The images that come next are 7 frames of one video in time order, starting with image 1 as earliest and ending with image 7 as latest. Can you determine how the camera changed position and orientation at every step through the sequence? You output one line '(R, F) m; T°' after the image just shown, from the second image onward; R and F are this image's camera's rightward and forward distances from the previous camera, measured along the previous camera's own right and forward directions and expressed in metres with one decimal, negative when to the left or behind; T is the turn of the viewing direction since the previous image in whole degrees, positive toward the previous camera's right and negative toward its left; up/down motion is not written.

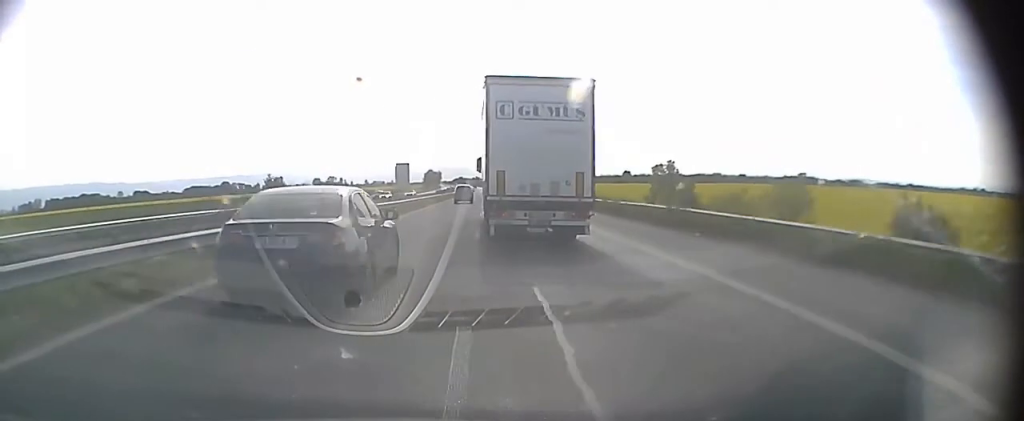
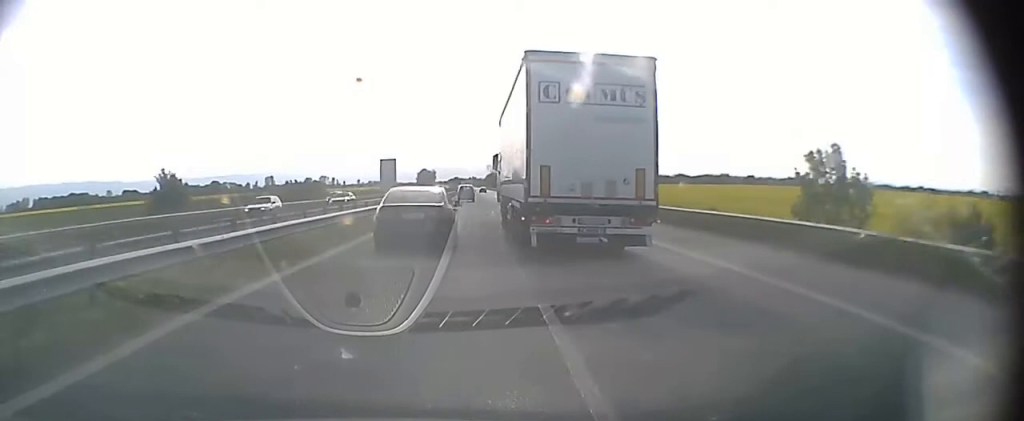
(-0.1, +30.3) m; 0°
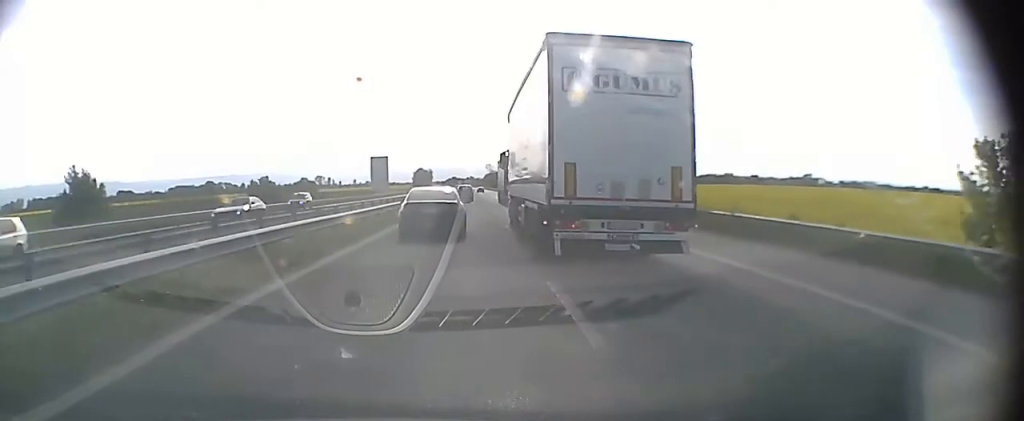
(0.0, +14.0) m; 0°
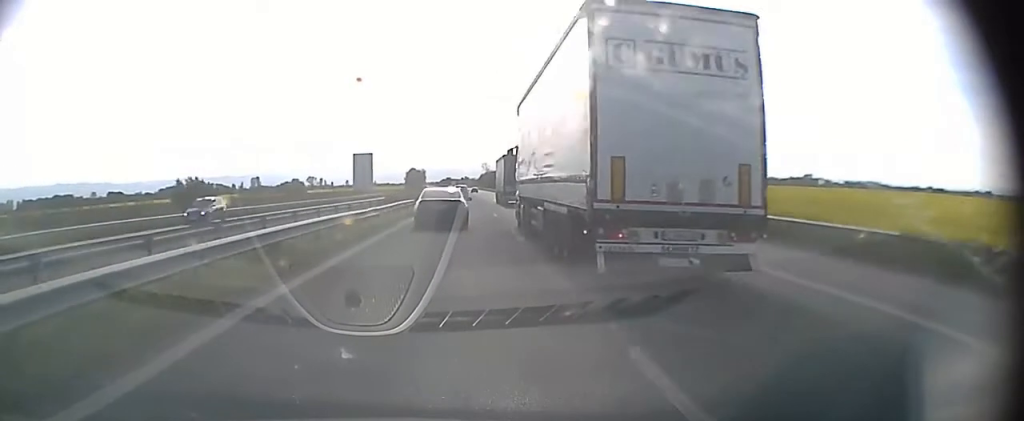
(0.0, +19.8) m; 0°
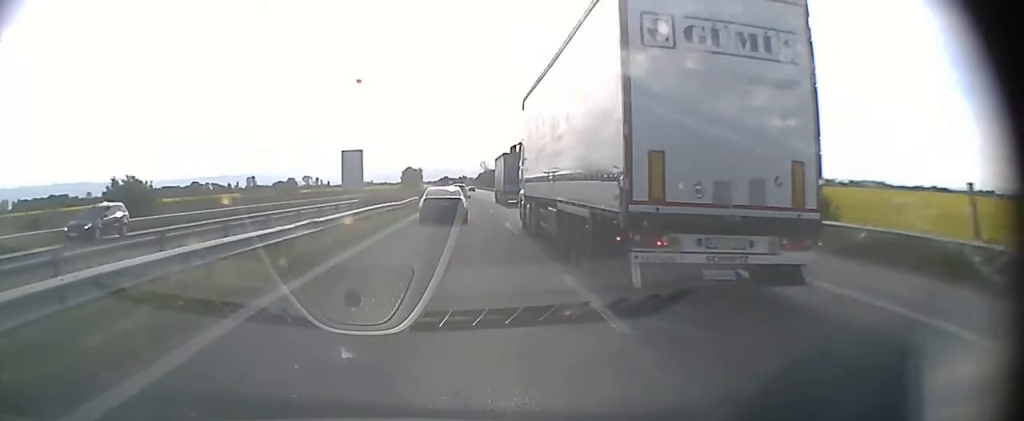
(0.0, +11.5) m; 0°
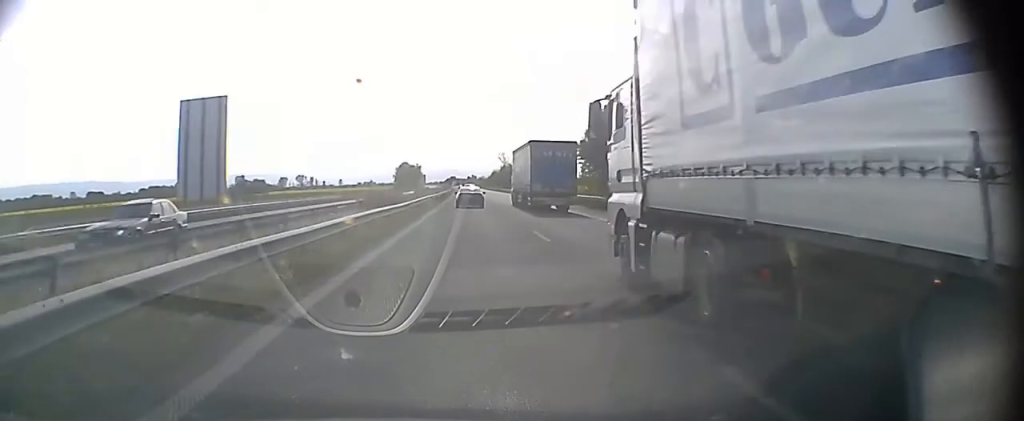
(+0.4, +81.7) m; 0°
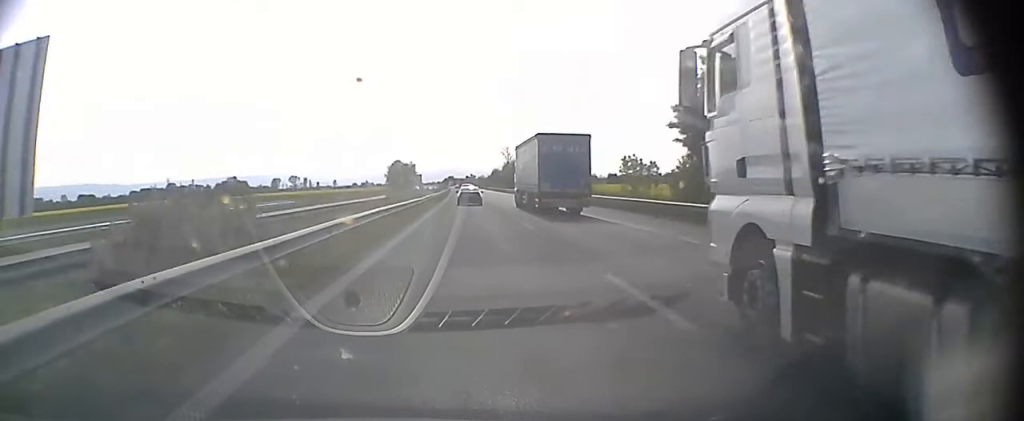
(0.0, +29.7) m; 0°
